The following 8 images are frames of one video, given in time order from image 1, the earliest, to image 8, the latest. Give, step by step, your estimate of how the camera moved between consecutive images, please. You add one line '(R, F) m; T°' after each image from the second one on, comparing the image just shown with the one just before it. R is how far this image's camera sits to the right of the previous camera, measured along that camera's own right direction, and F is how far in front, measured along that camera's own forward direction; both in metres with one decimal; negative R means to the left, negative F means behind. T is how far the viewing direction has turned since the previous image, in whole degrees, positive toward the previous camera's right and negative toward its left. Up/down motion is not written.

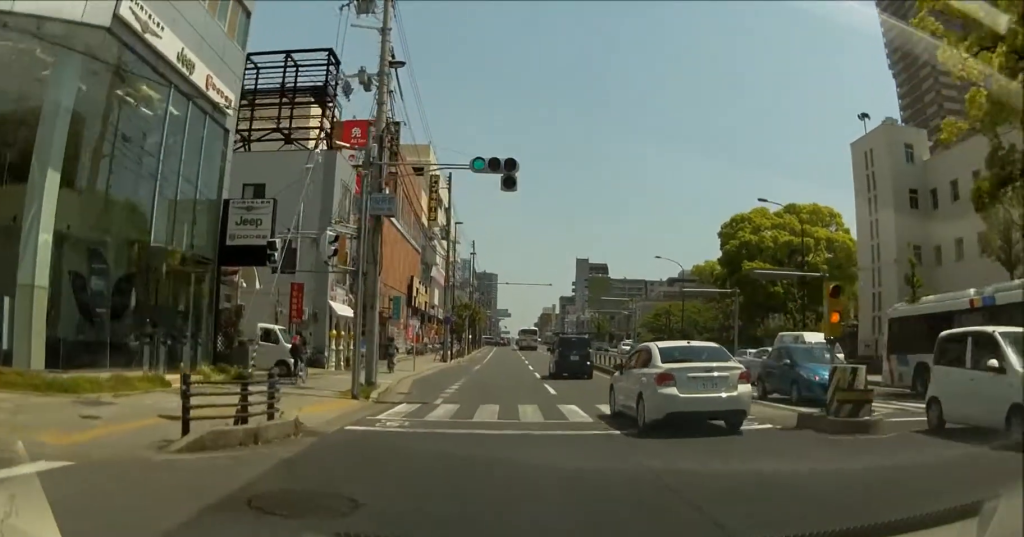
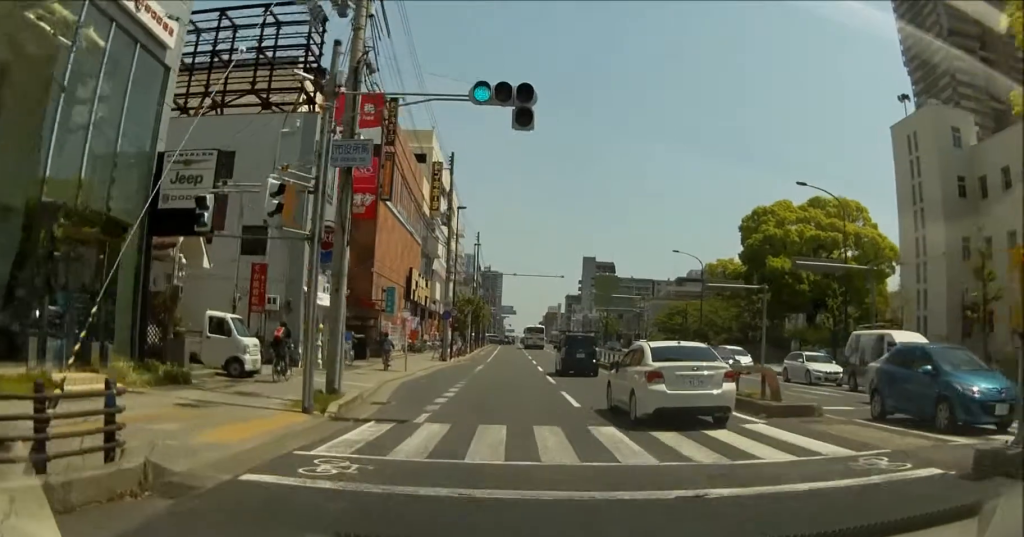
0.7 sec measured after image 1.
(-0.1, +5.1) m; -3°
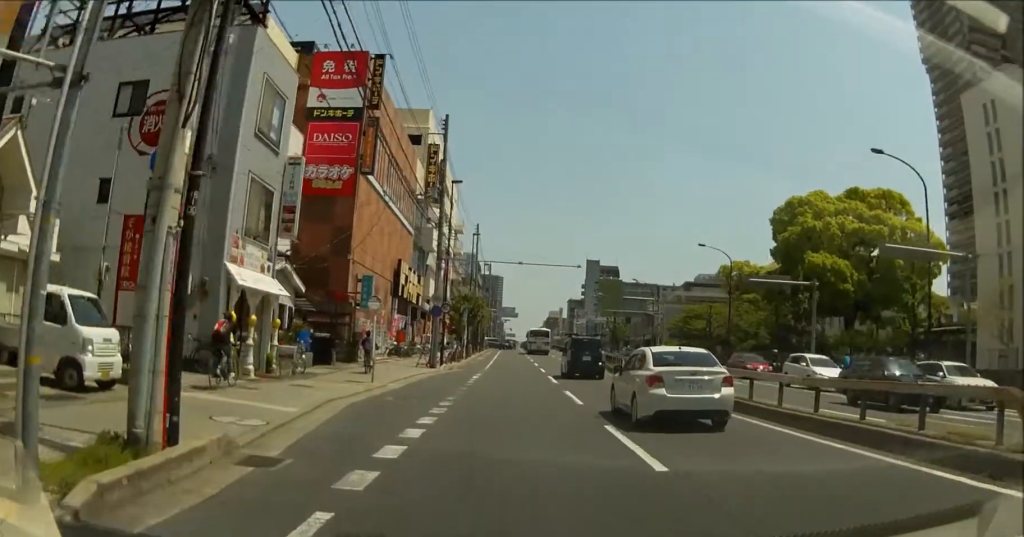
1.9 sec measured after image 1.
(-0.5, +8.2) m; -2°
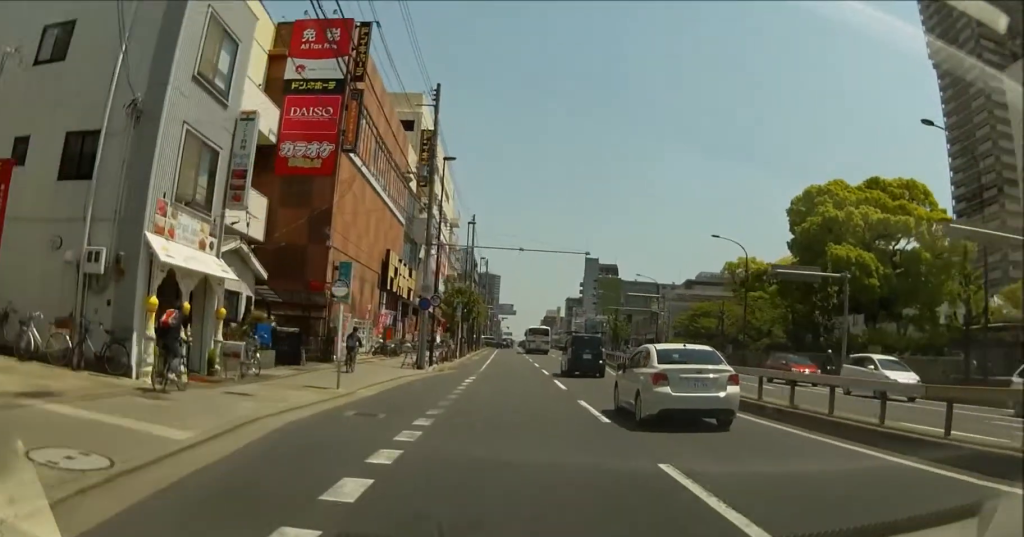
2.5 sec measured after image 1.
(0.0, +4.5) m; +1°
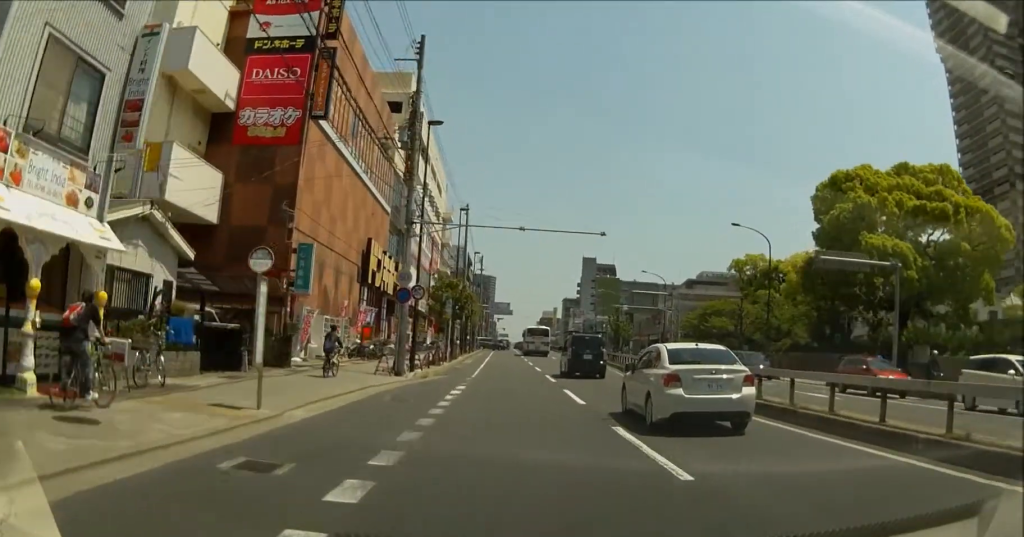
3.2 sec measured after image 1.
(+0.3, +5.7) m; +2°
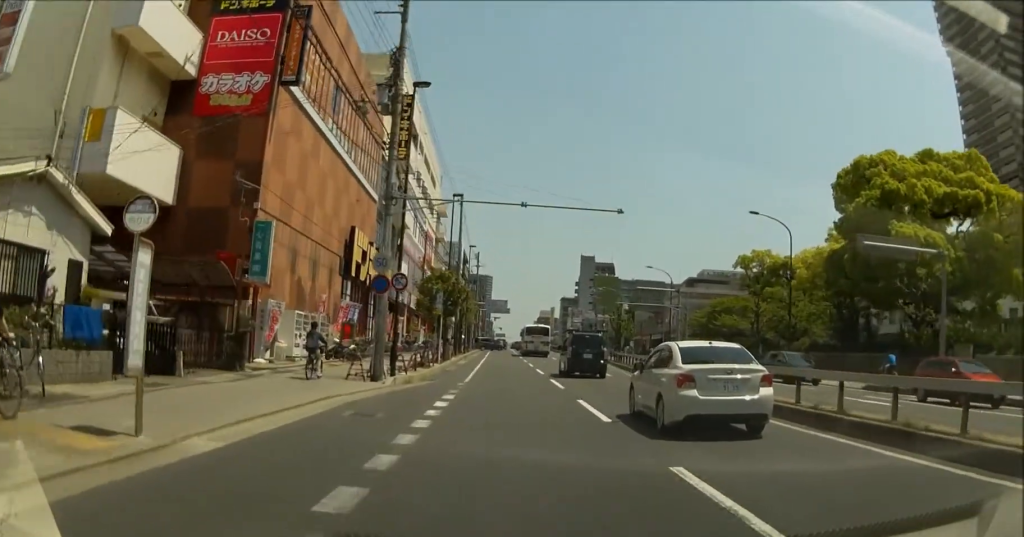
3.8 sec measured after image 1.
(0.0, +4.2) m; 0°
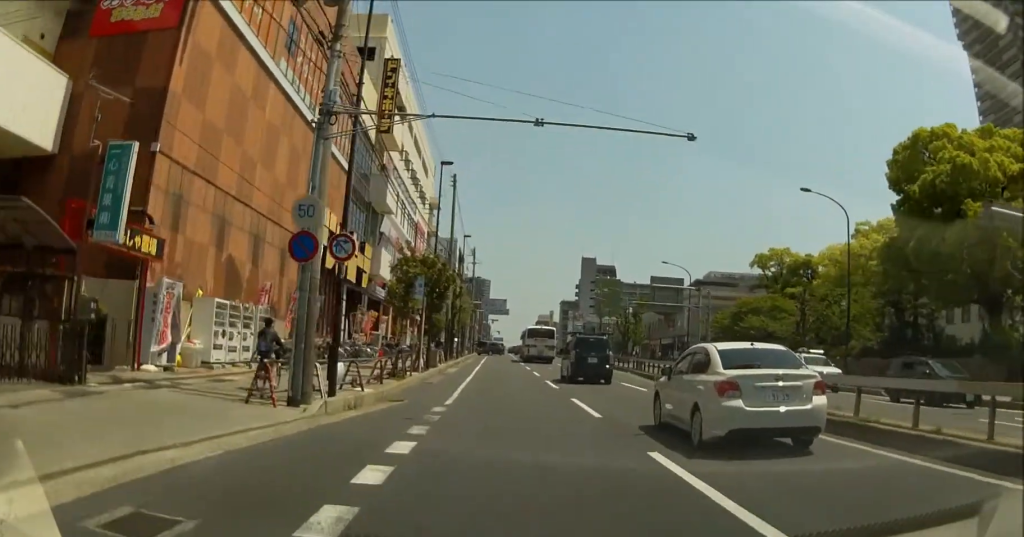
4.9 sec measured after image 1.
(0.0, +7.9) m; 0°
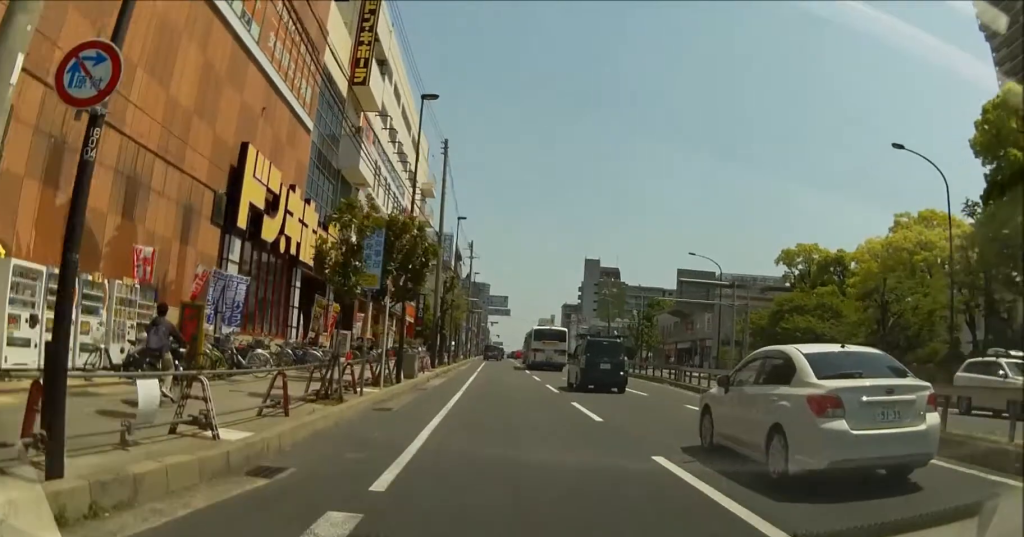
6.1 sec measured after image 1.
(0.0, +8.7) m; +1°
